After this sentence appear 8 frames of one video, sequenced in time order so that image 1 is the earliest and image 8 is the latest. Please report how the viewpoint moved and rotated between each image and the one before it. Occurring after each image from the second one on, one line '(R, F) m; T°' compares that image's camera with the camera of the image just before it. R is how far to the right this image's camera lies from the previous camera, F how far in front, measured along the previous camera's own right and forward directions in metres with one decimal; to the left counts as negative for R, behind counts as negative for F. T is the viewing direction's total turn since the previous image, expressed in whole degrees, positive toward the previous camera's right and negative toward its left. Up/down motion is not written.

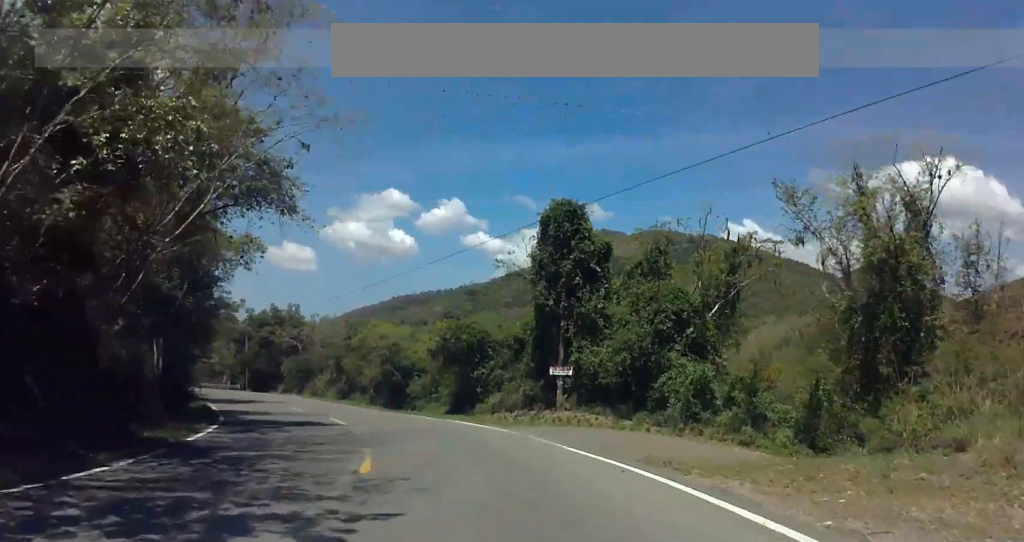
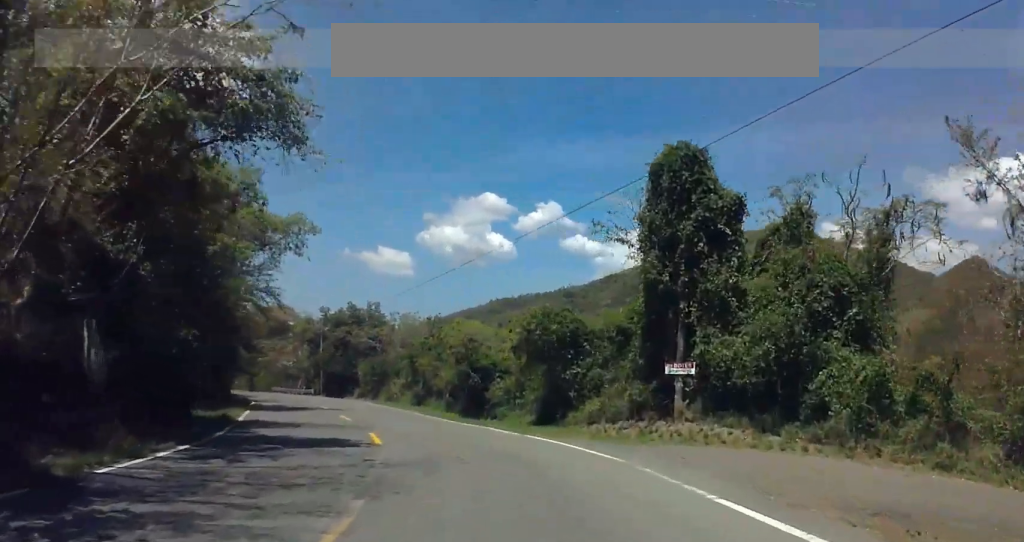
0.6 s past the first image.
(0.0, +7.2) m; -5°
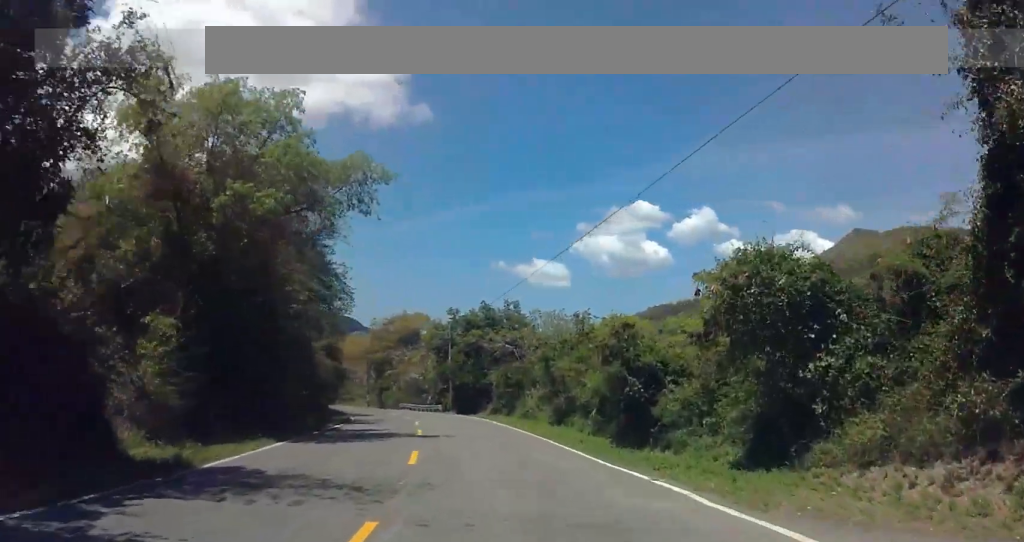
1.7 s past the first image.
(-1.3, +12.5) m; -18°
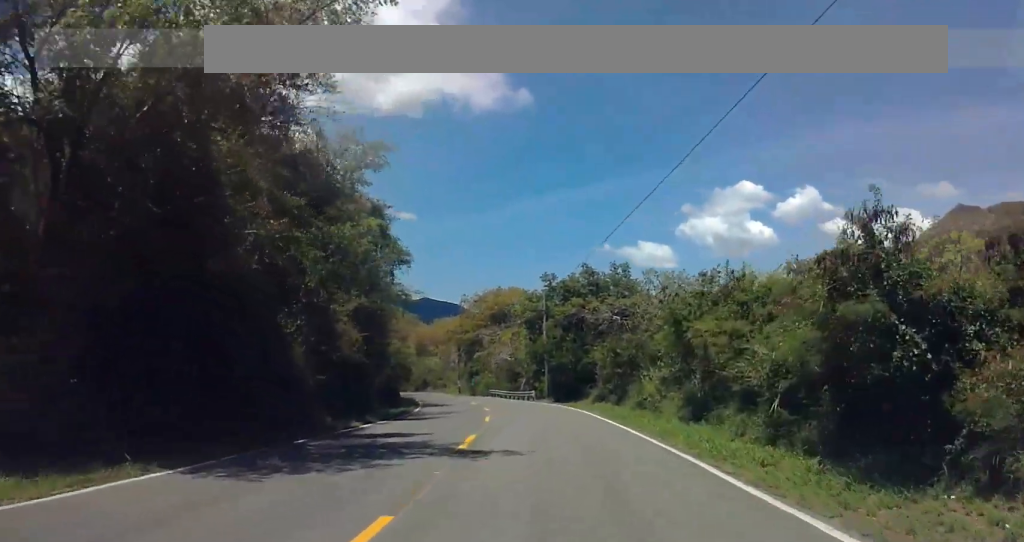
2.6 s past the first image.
(-2.3, +11.8) m; -17°
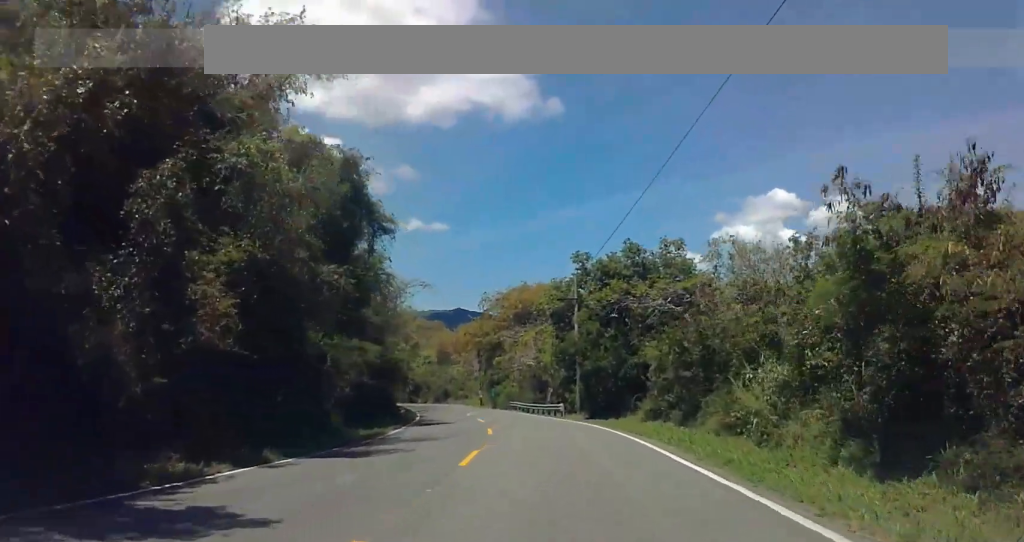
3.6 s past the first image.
(-1.3, +12.9) m; -6°
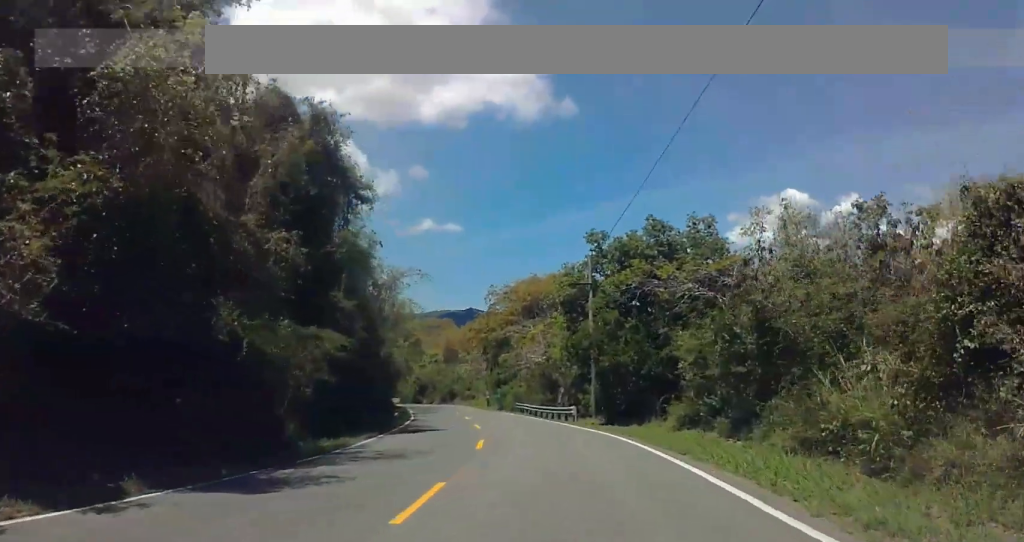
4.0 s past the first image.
(0.0, +6.4) m; 0°
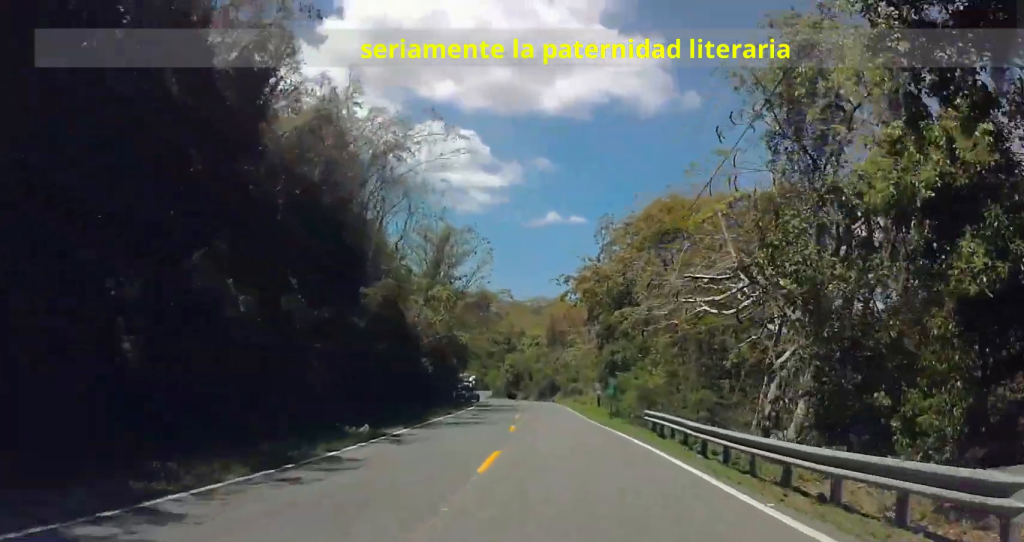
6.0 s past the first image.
(-0.8, +32.1) m; -6°
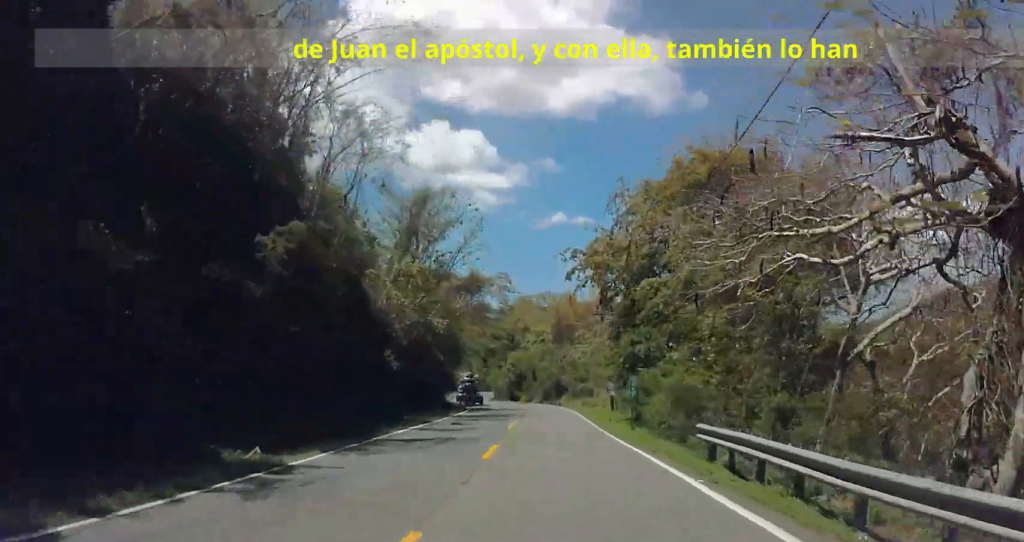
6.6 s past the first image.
(-0.4, +9.1) m; -3°
